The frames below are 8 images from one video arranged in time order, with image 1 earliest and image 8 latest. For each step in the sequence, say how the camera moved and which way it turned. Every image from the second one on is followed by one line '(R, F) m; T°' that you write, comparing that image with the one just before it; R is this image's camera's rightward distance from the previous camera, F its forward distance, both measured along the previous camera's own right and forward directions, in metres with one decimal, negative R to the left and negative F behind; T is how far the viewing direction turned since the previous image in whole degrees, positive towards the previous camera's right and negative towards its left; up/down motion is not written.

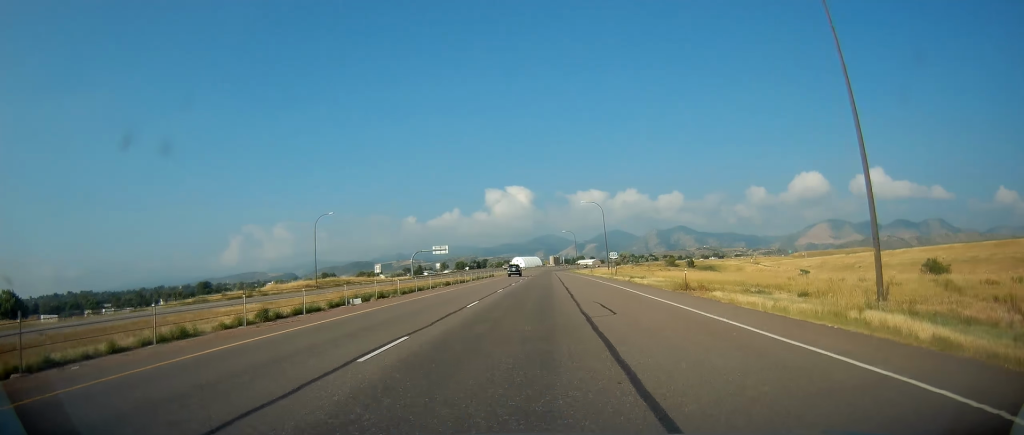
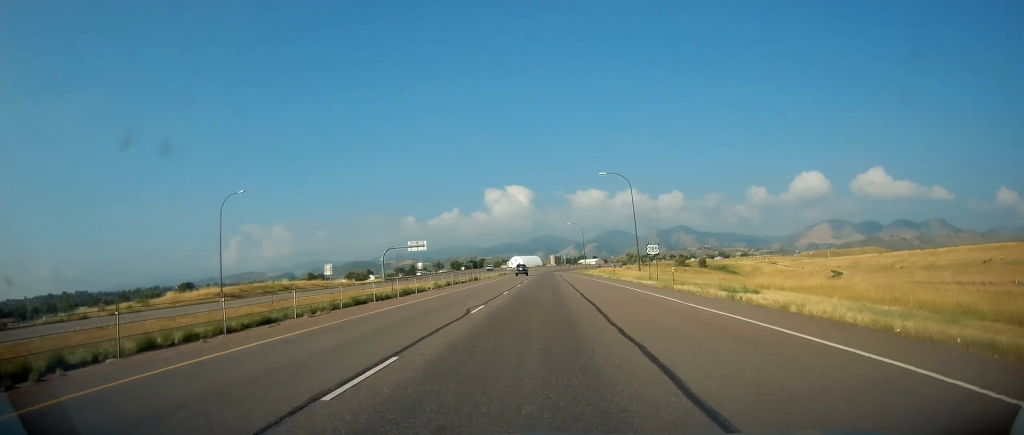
(+0.5, +27.4) m; 0°
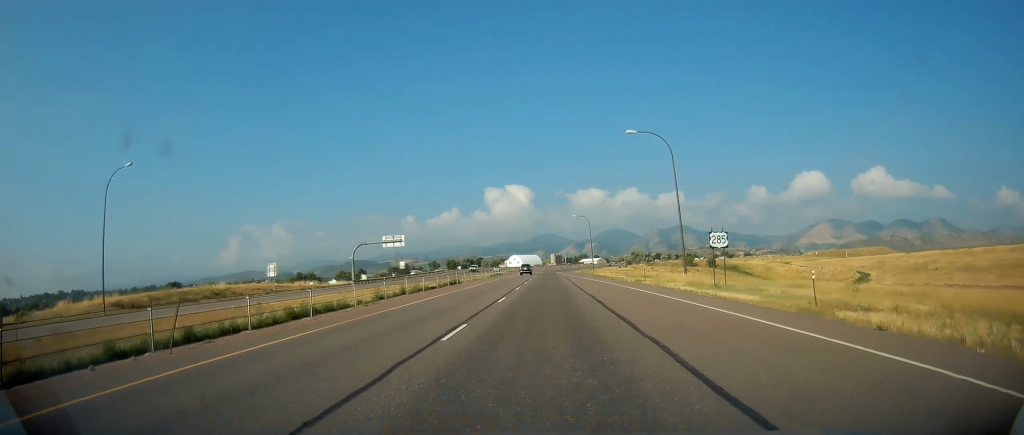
(-0.2, +19.2) m; -1°
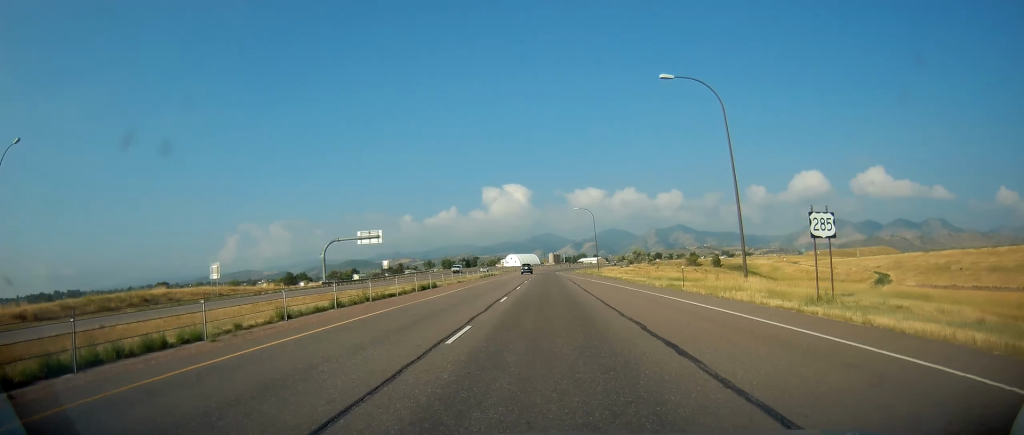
(-0.1, +12.8) m; 0°
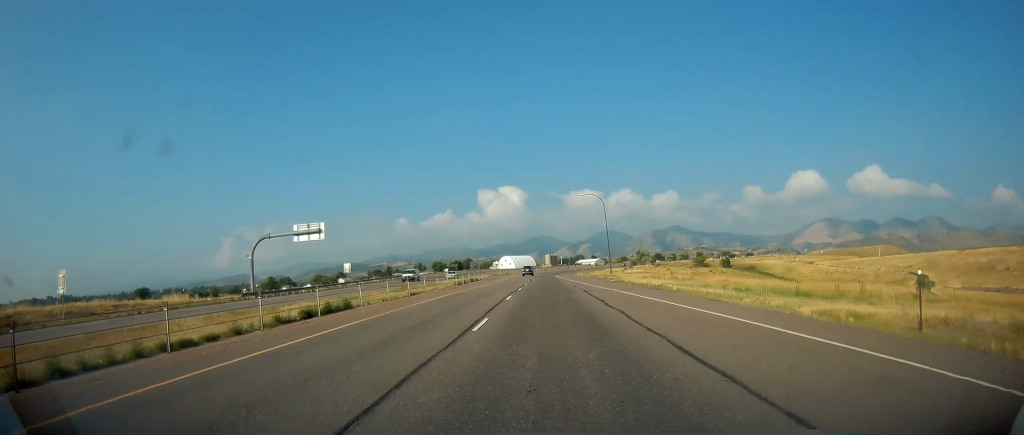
(-0.2, +22.0) m; +1°
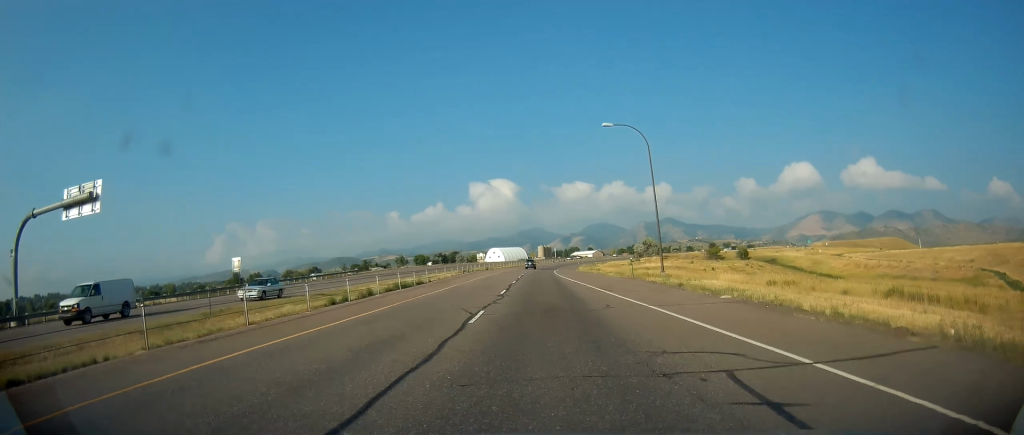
(+0.6, +35.9) m; 0°
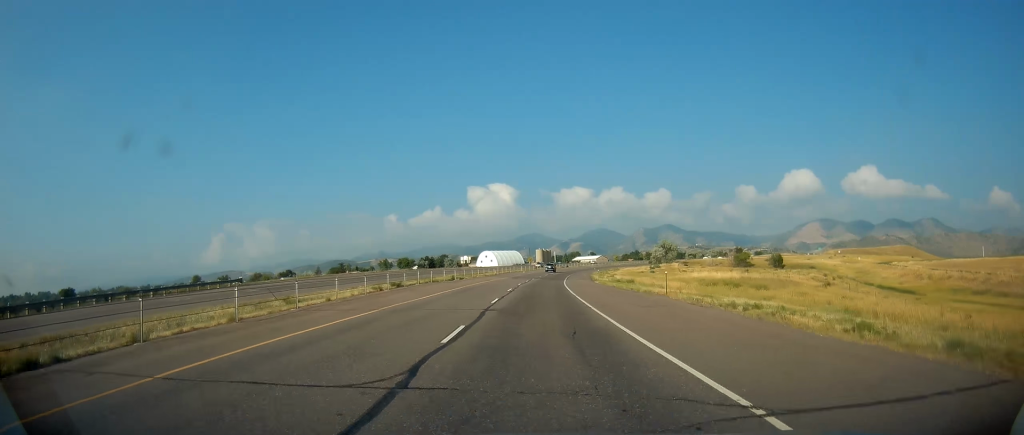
(+0.1, +40.0) m; +1°
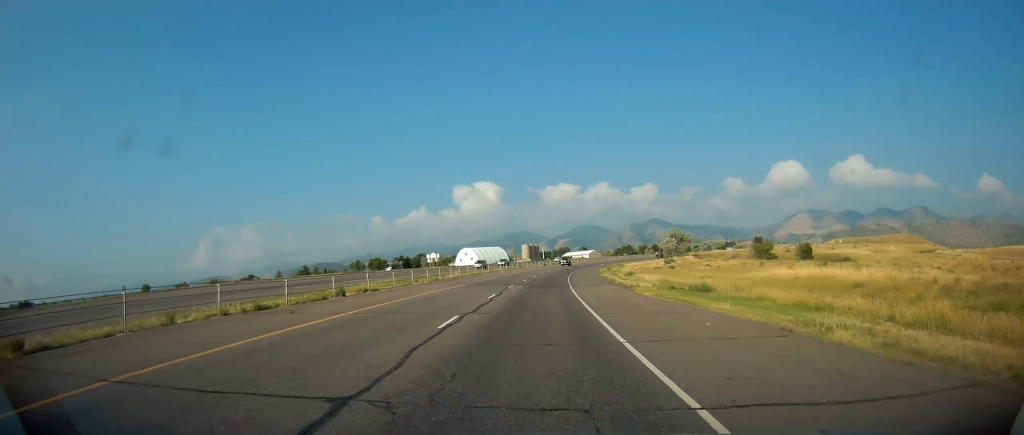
(0.0, +34.3) m; +1°
